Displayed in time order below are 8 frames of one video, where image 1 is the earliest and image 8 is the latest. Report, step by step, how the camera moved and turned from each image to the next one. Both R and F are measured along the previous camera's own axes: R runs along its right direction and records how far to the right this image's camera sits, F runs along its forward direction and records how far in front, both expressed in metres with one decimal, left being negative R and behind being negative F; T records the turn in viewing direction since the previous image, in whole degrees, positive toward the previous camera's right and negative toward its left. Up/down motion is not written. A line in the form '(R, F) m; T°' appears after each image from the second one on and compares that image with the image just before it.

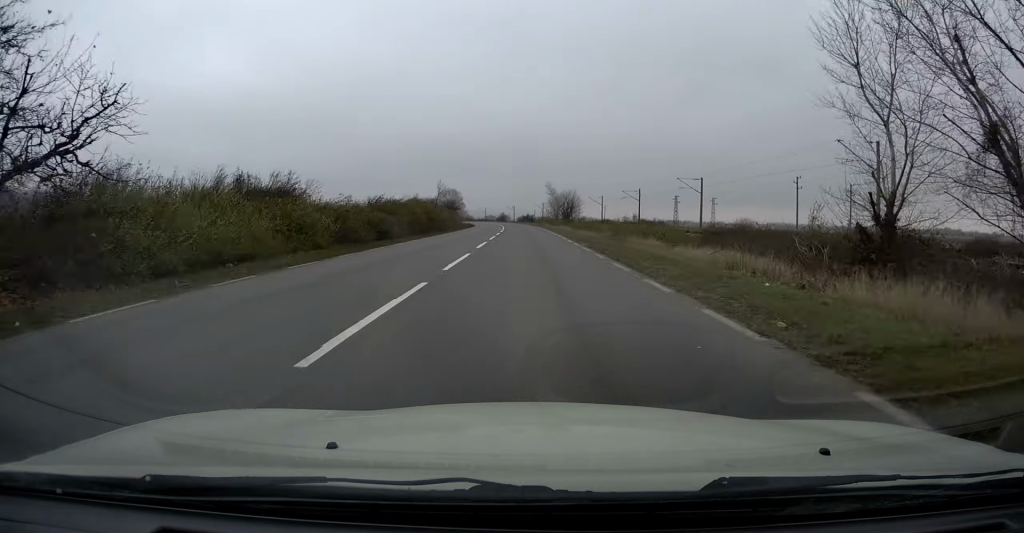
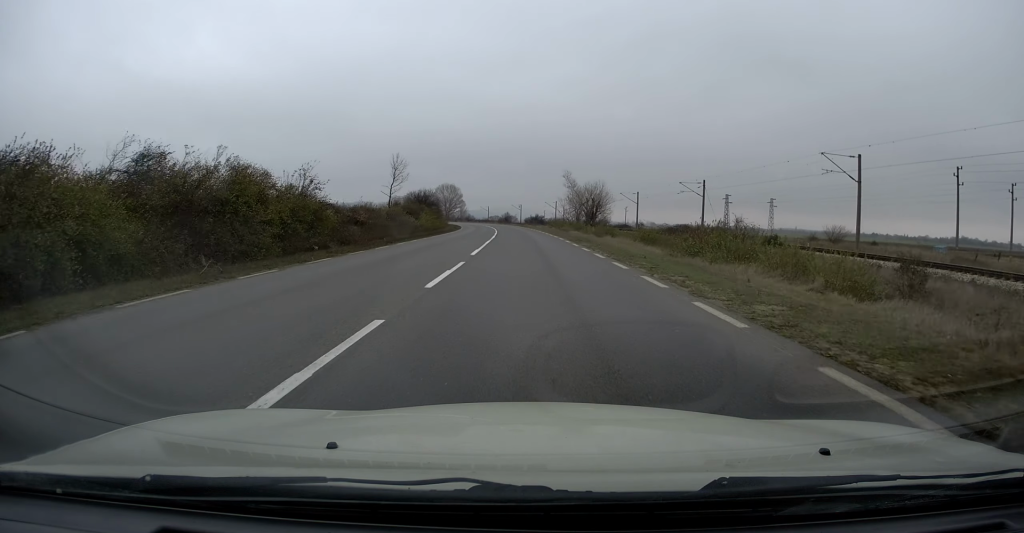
(-0.3, +40.1) m; -1°
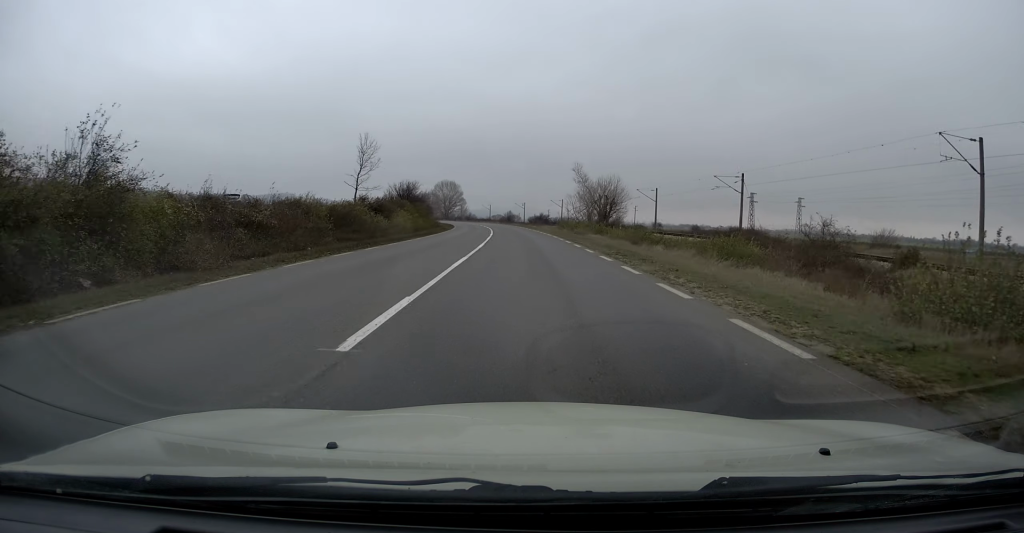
(-0.2, +14.0) m; 0°
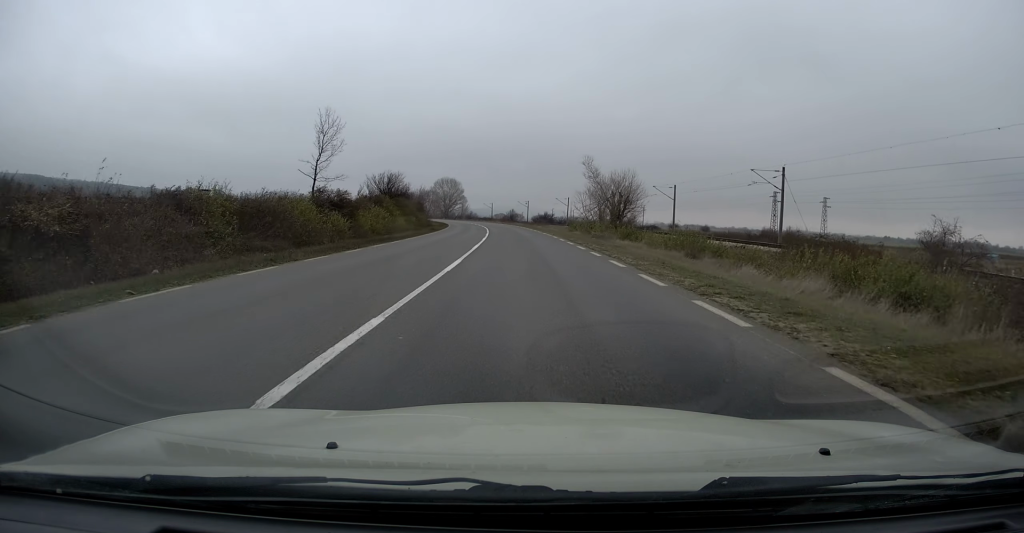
(+0.1, +10.7) m; 0°
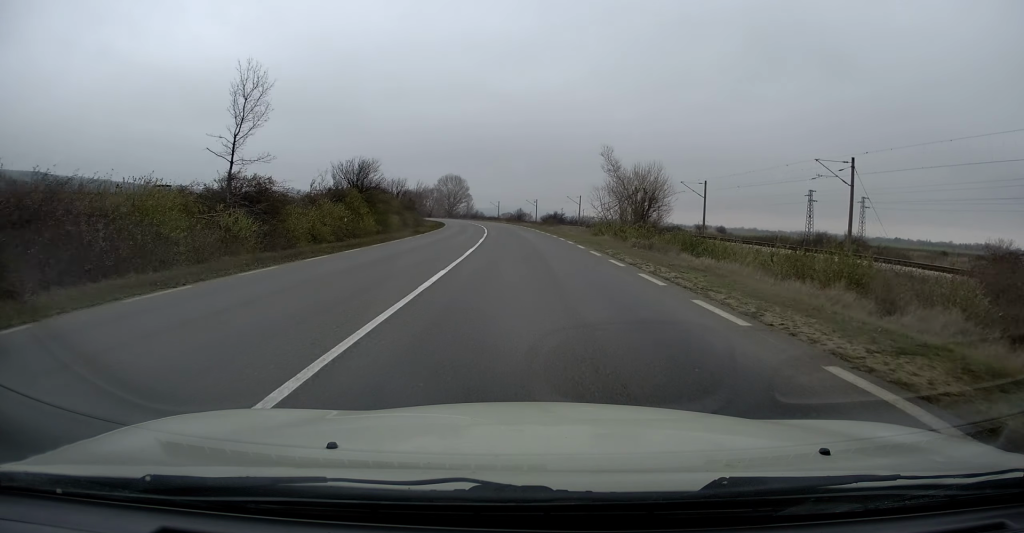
(+0.3, +12.4) m; -1°
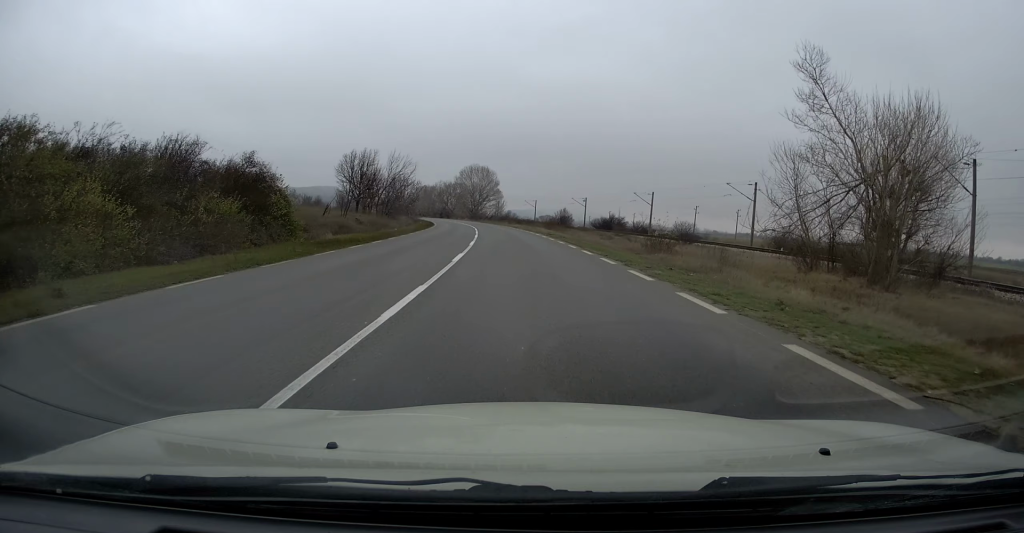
(-1.6, +49.9) m; -3°
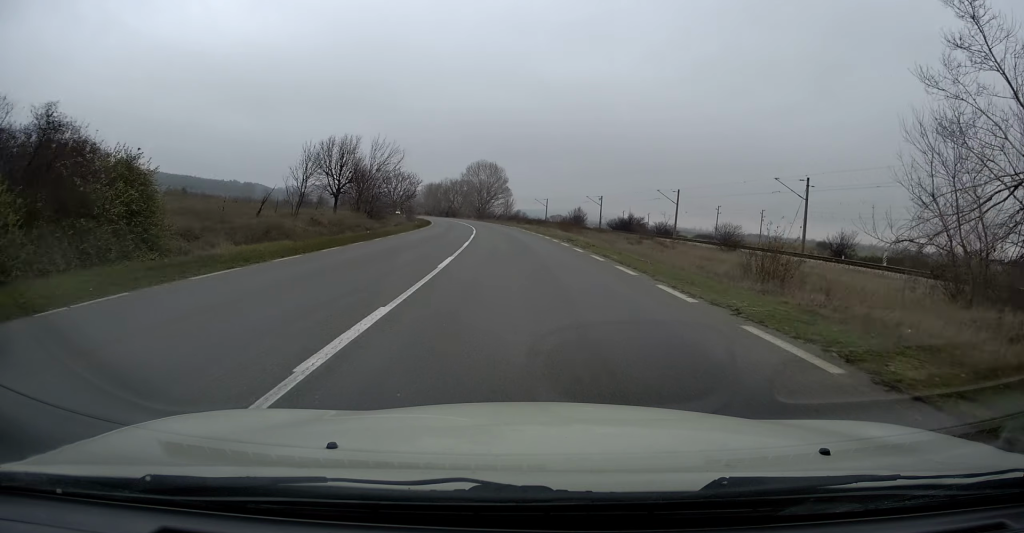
(-0.1, +12.1) m; -1°
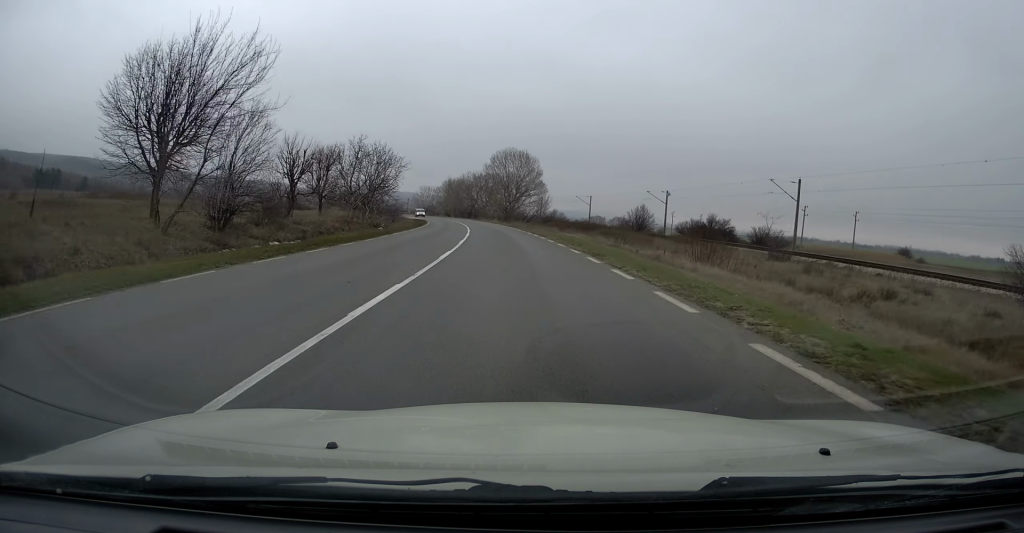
(-1.4, +37.7) m; -4°
